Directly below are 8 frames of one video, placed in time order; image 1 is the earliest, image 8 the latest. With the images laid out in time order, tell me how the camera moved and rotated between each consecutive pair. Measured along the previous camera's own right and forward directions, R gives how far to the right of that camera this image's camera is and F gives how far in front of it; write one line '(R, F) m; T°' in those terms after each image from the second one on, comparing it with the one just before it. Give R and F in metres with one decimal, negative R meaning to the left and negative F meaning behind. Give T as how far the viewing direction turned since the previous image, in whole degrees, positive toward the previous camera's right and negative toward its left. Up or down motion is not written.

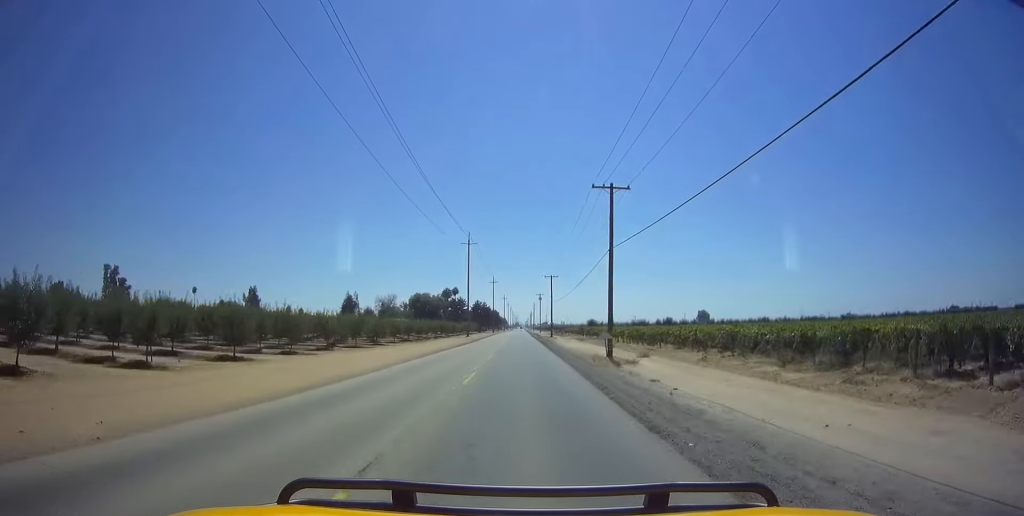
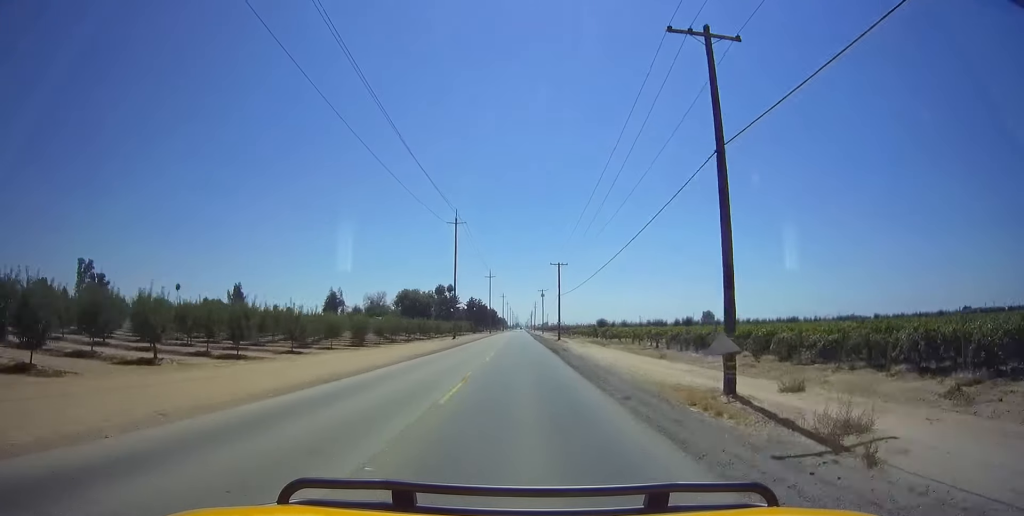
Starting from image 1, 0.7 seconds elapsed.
(0.0, +19.0) m; 0°
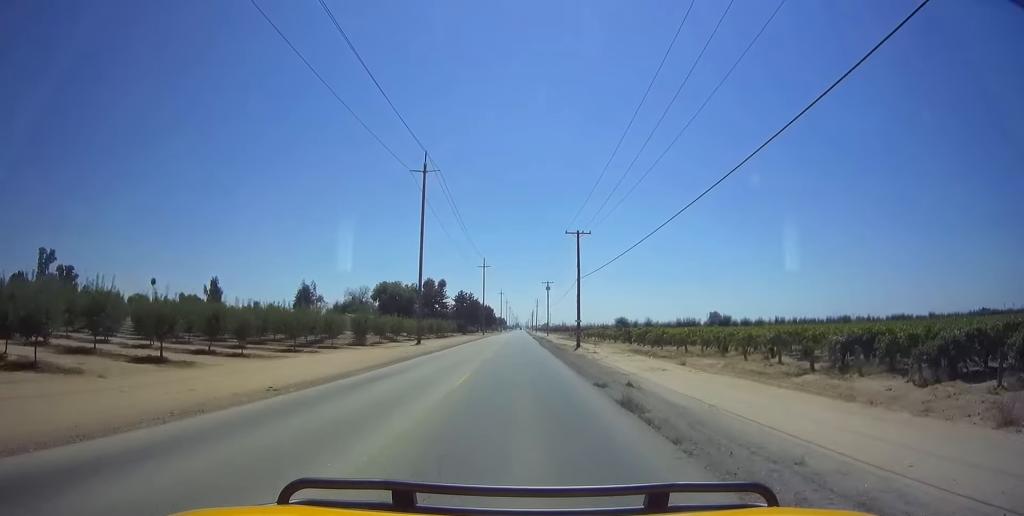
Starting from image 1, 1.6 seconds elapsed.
(0.0, +25.7) m; 0°
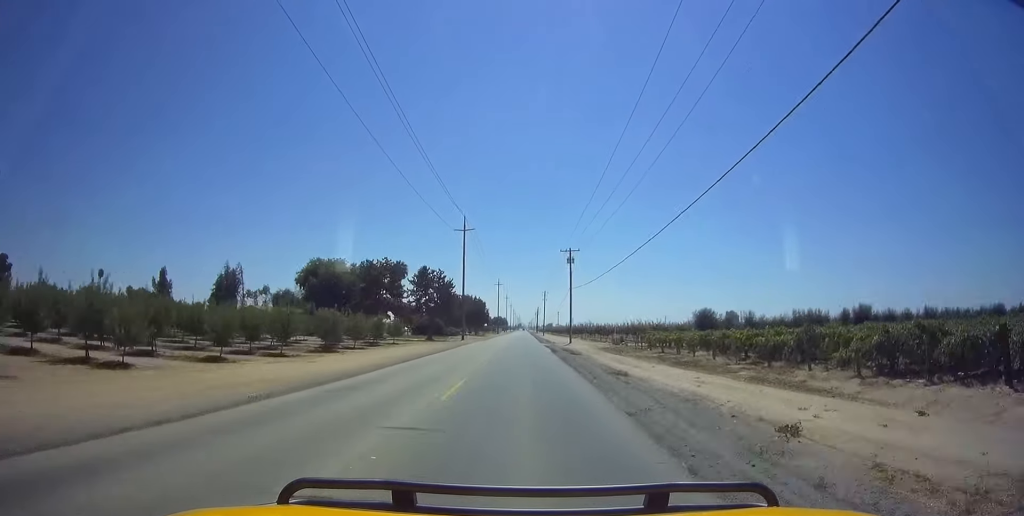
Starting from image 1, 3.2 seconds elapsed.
(0.0, +47.8) m; 0°
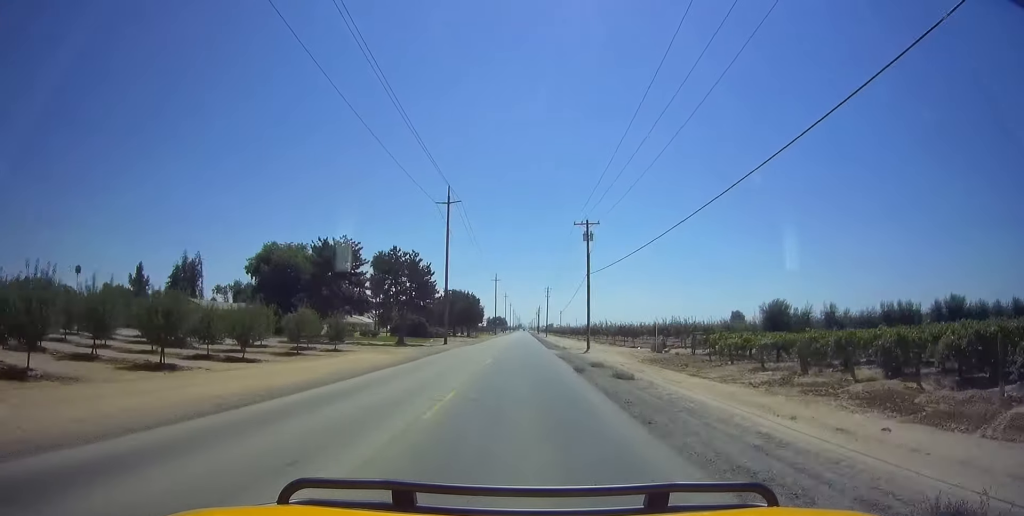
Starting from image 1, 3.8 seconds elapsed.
(0.0, +17.3) m; 0°
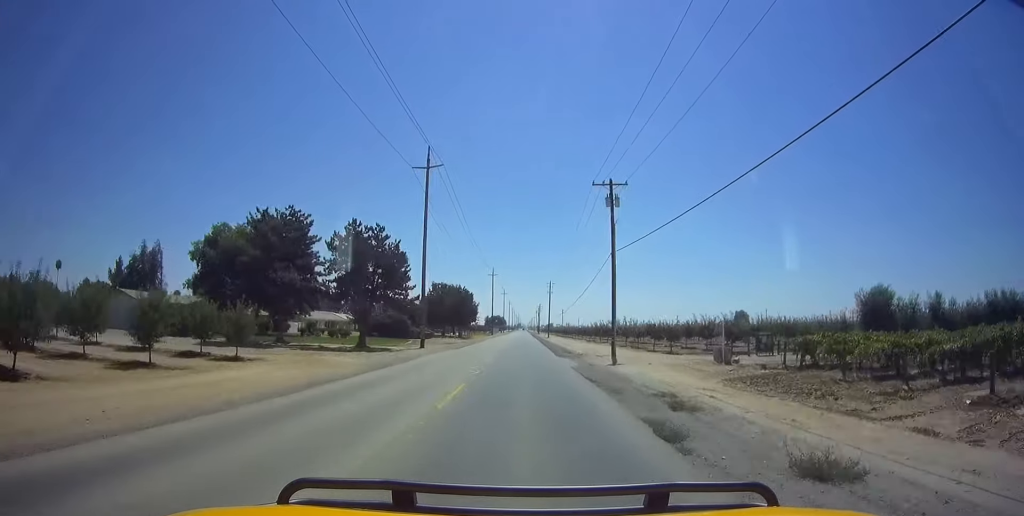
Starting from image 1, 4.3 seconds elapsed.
(0.0, +13.5) m; 0°
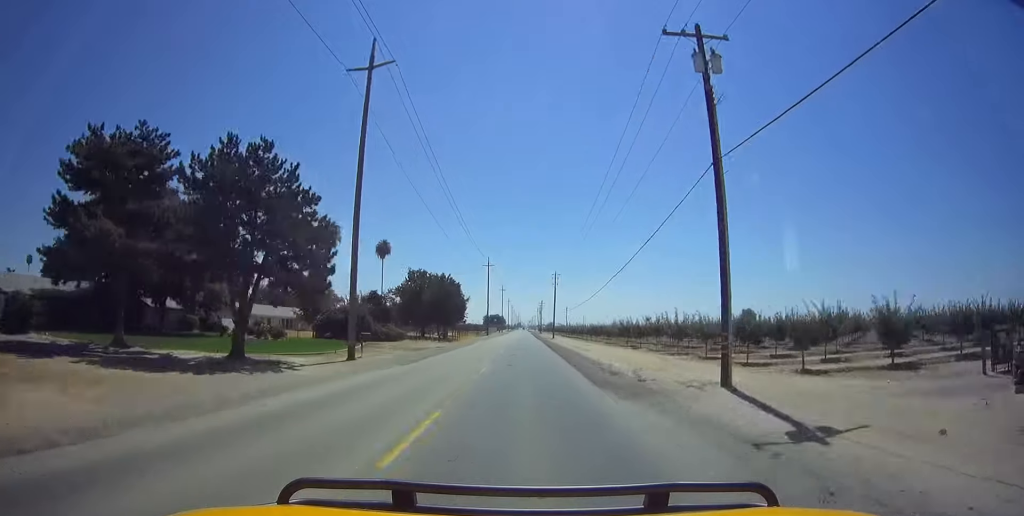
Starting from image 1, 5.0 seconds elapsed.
(0.0, +19.3) m; -1°
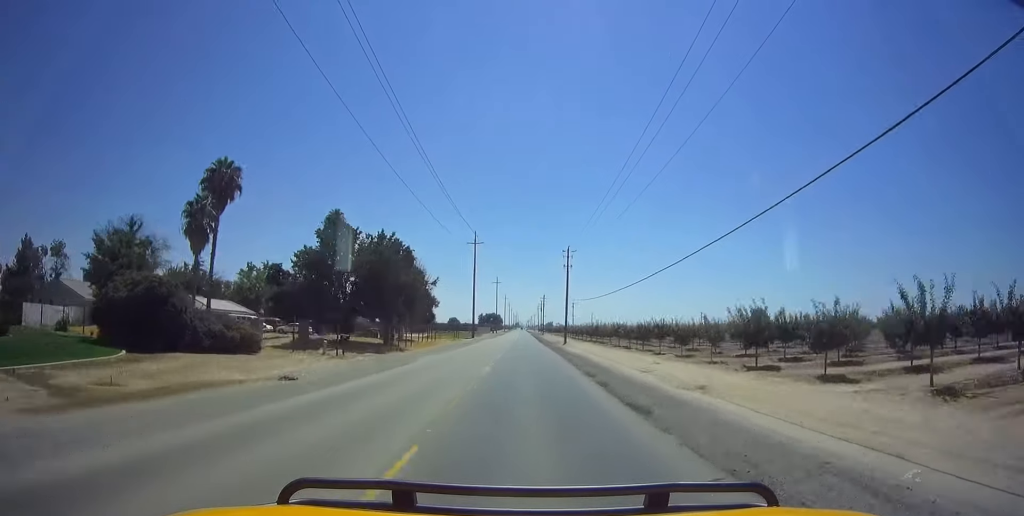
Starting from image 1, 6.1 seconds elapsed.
(-0.4, +32.1) m; -1°
